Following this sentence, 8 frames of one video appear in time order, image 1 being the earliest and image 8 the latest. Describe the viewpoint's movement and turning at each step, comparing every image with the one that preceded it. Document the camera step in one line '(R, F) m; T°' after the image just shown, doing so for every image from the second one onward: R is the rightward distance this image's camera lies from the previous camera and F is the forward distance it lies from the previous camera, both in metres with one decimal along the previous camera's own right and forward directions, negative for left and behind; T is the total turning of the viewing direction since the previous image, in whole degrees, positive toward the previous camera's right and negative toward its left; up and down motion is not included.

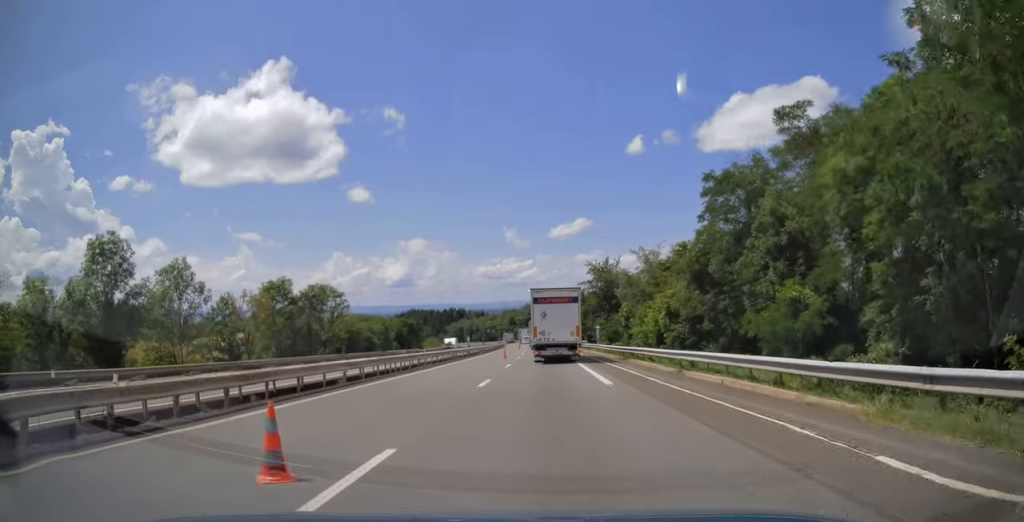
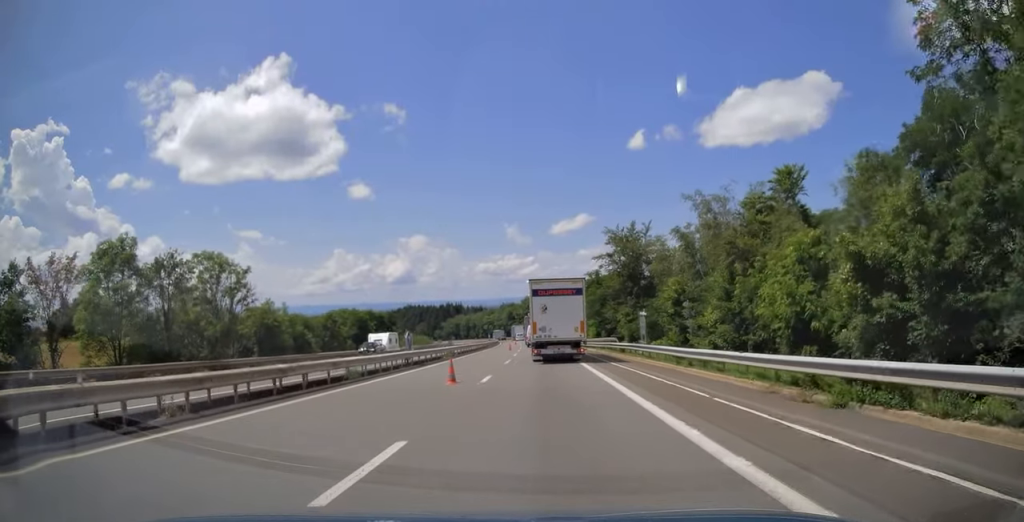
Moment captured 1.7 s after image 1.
(-0.3, +25.2) m; -1°
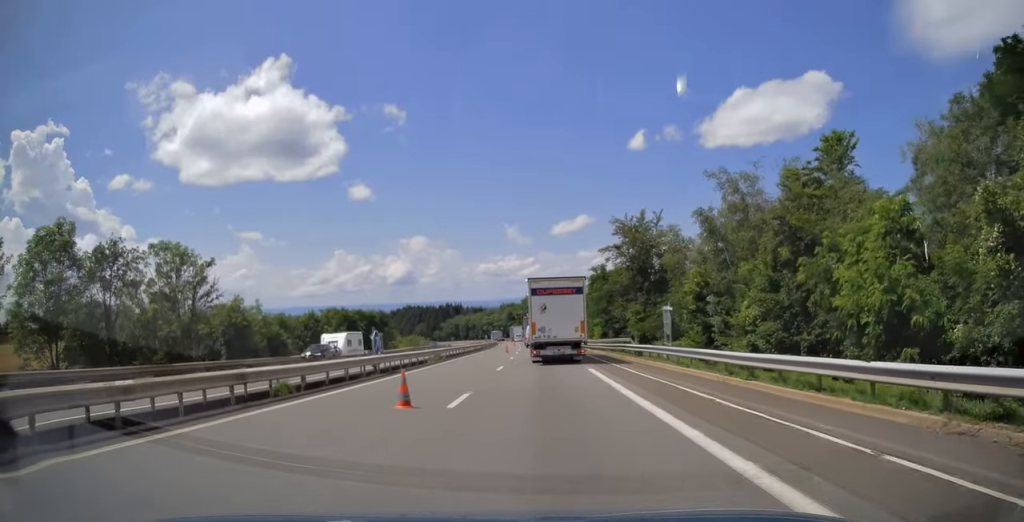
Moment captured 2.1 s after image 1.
(0.0, +6.2) m; 0°
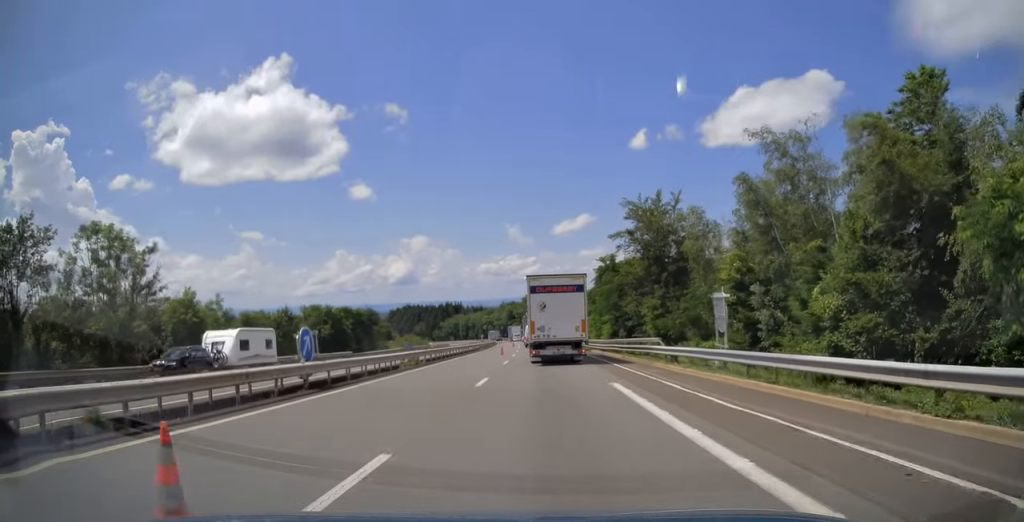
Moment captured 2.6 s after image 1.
(0.0, +7.7) m; 0°
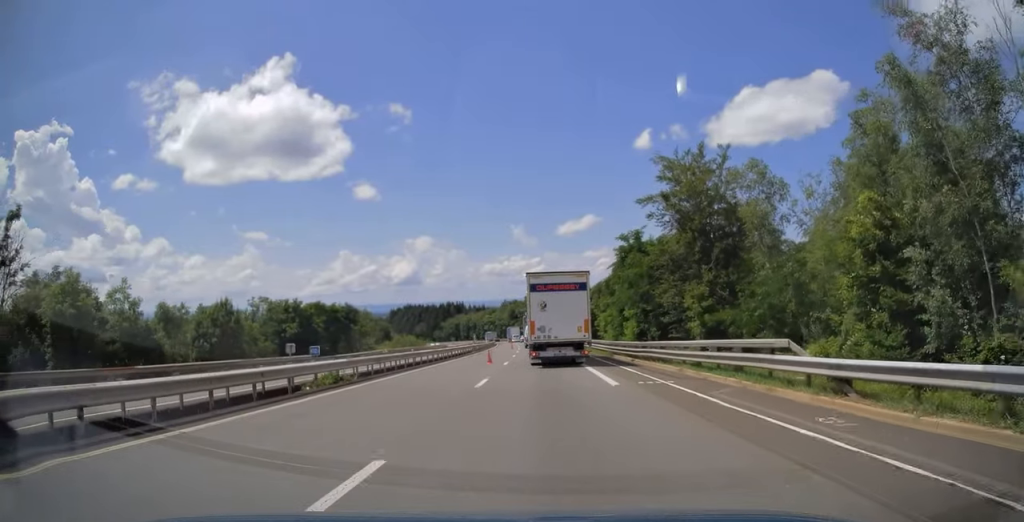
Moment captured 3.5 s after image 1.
(+0.1, +13.2) m; 0°
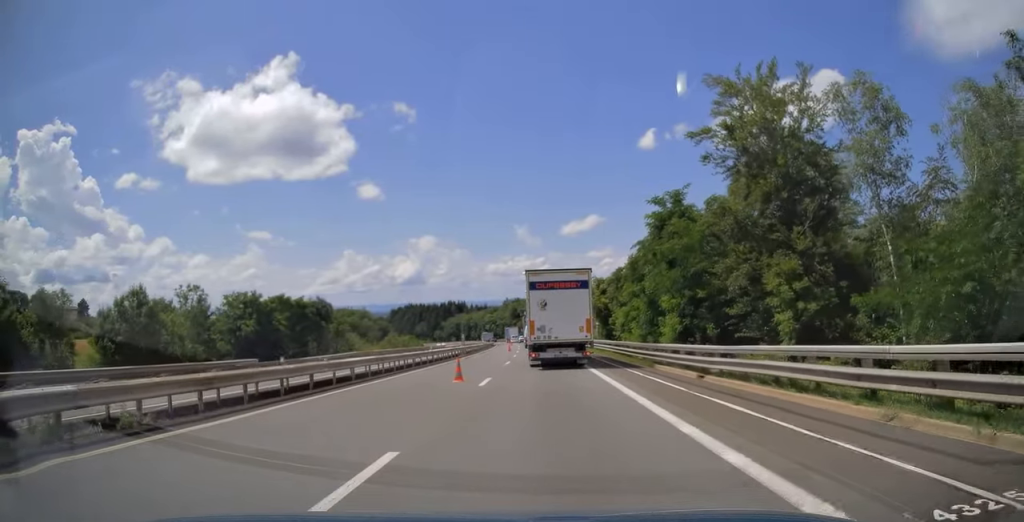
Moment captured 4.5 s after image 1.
(0.0, +12.6) m; -1°
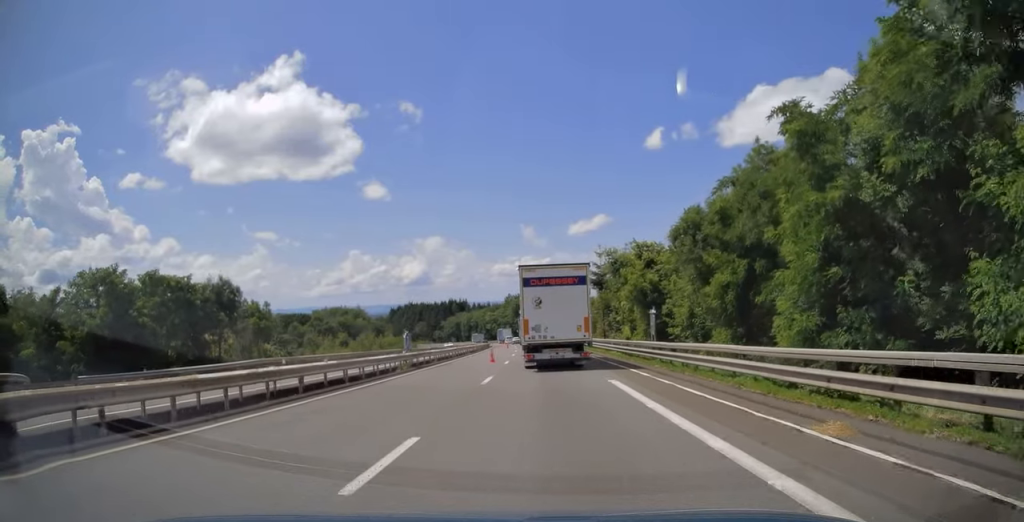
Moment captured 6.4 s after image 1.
(-0.1, +25.5) m; -1°
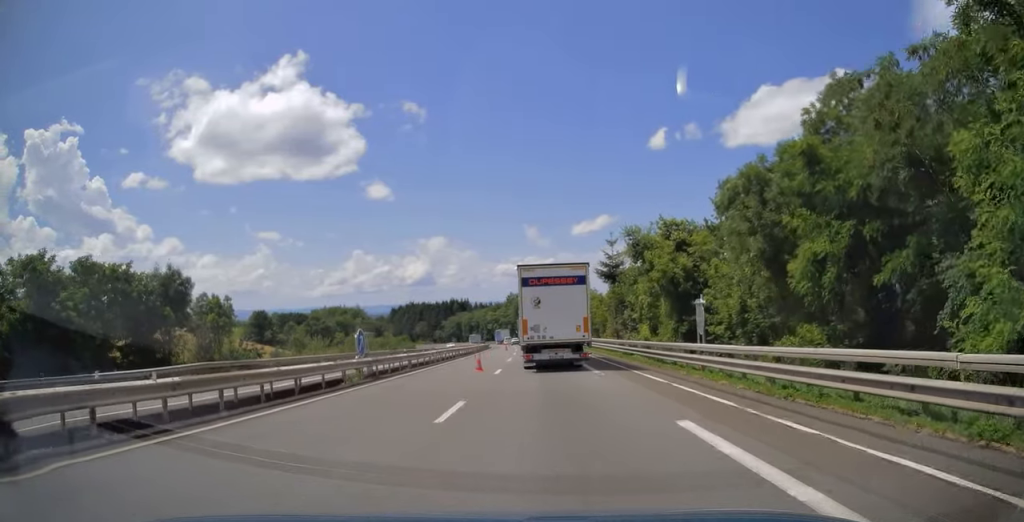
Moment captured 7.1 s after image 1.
(+0.1, +8.3) m; -1°
